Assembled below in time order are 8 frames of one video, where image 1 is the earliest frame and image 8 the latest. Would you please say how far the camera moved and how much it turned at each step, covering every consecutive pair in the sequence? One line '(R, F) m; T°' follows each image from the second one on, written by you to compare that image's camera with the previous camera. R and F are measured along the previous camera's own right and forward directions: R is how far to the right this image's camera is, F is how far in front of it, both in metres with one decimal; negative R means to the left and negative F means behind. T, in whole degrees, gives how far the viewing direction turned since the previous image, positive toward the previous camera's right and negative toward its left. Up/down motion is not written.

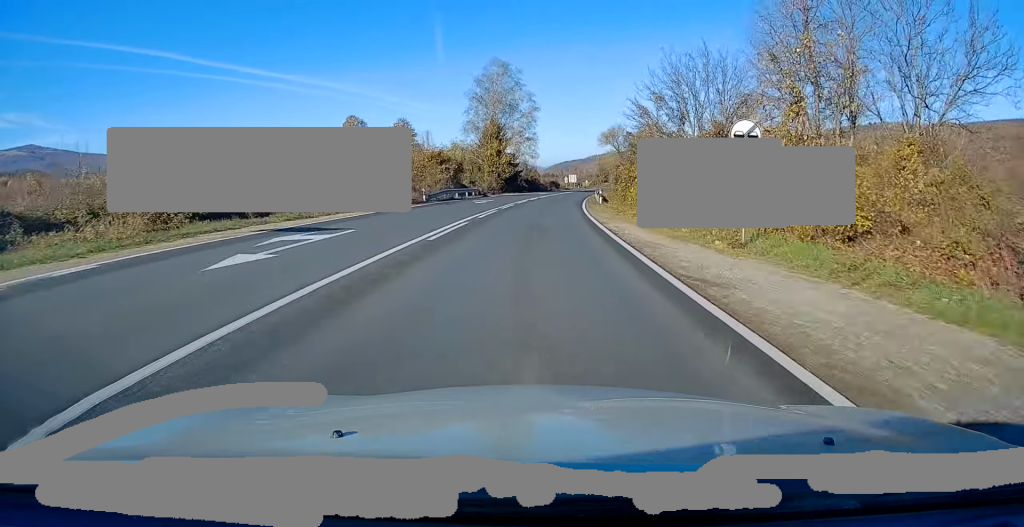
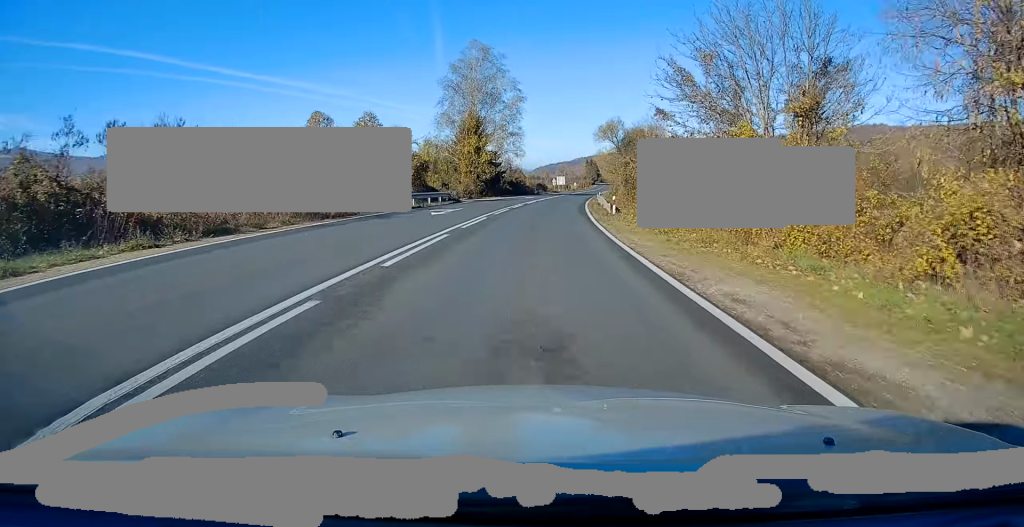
(+0.2, +13.0) m; +1°
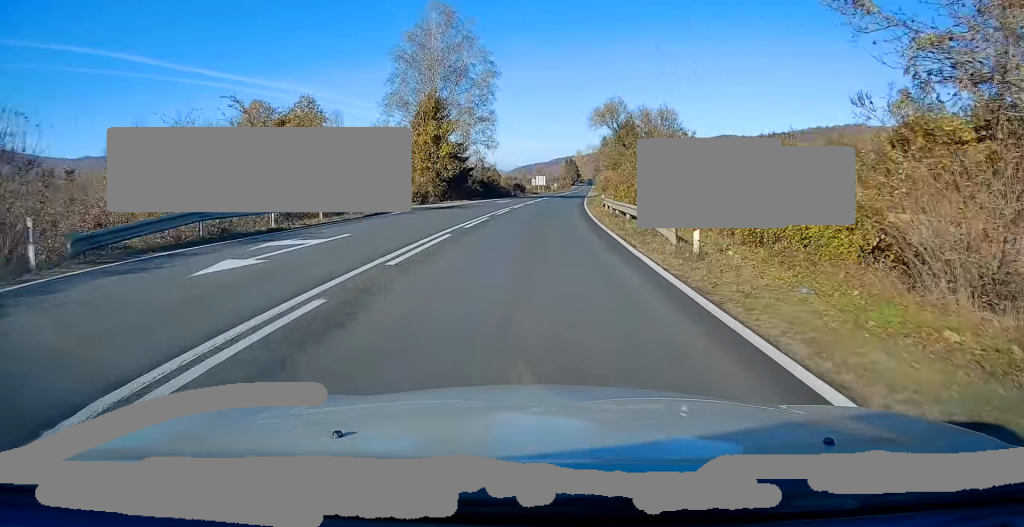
(+0.2, +17.5) m; +1°
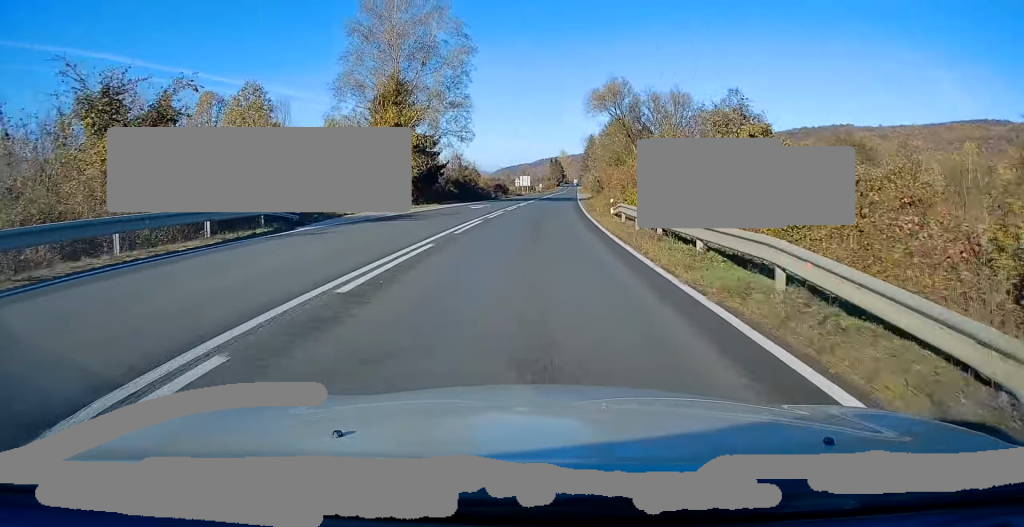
(-0.1, +11.0) m; +1°
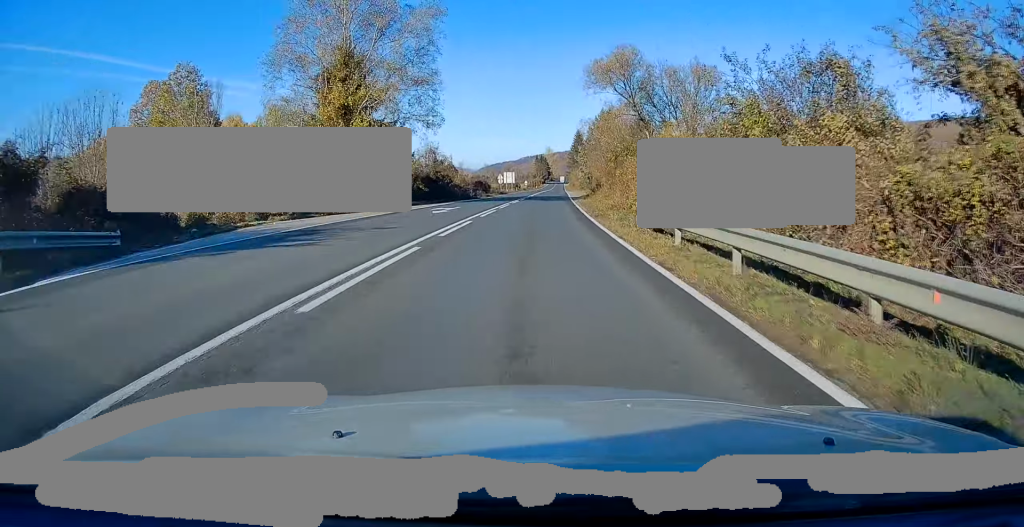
(+0.2, +10.4) m; +1°
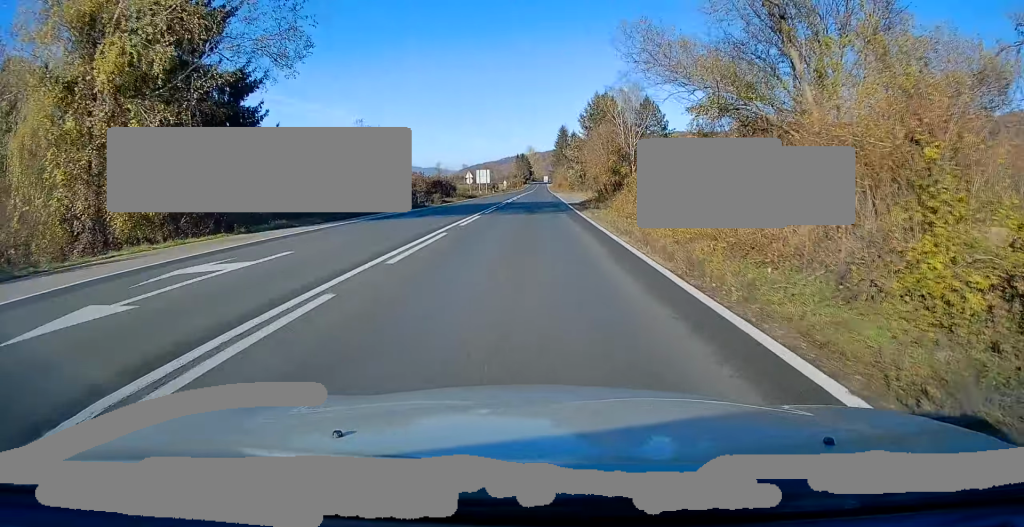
(+0.7, +22.4) m; +2°
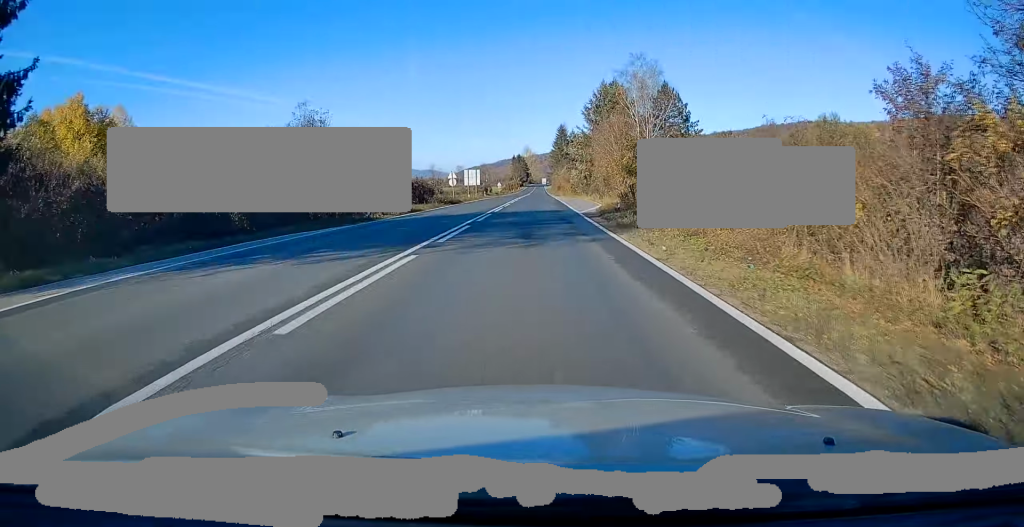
(+0.3, +13.5) m; 0°
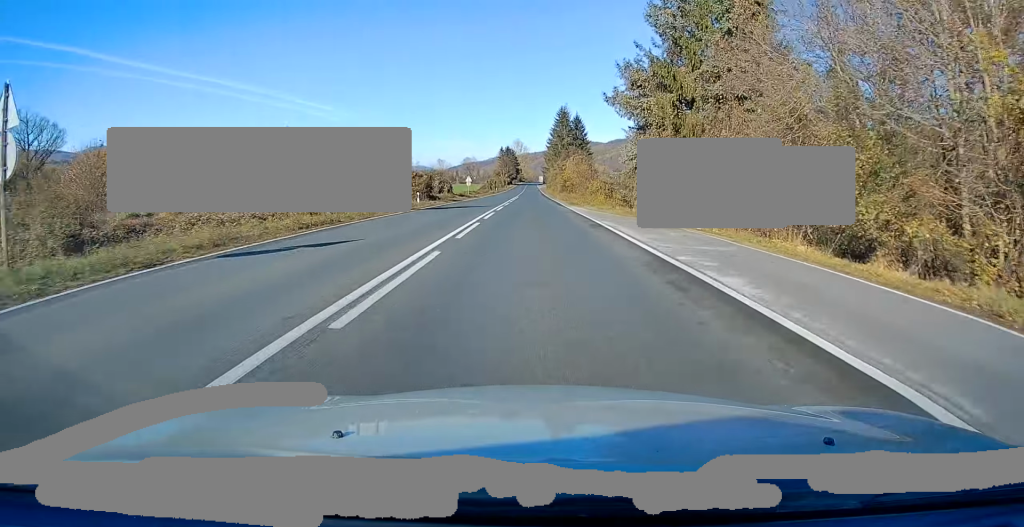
(+0.2, +52.7) m; +1°
